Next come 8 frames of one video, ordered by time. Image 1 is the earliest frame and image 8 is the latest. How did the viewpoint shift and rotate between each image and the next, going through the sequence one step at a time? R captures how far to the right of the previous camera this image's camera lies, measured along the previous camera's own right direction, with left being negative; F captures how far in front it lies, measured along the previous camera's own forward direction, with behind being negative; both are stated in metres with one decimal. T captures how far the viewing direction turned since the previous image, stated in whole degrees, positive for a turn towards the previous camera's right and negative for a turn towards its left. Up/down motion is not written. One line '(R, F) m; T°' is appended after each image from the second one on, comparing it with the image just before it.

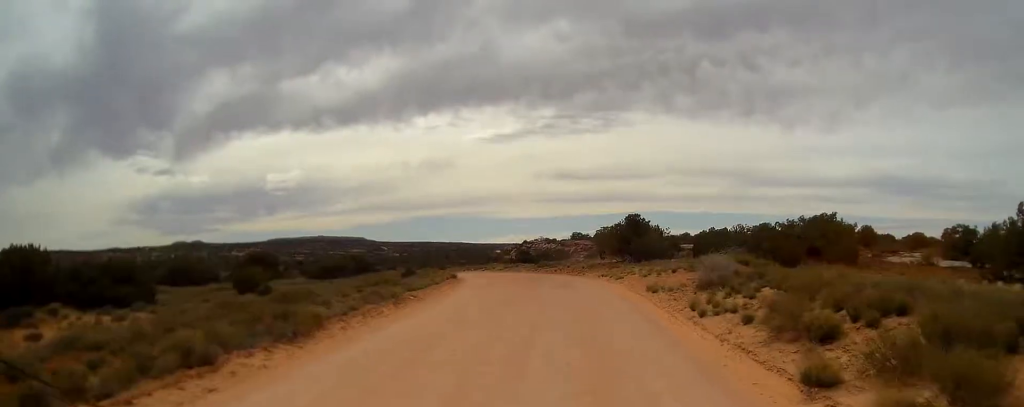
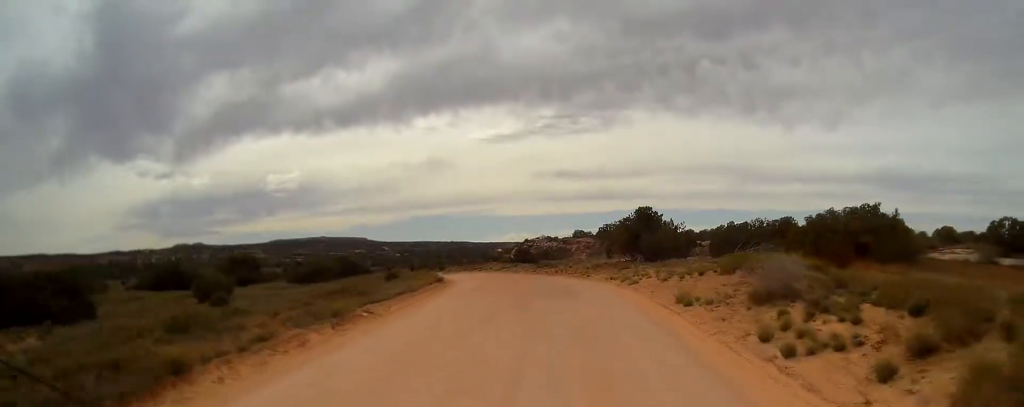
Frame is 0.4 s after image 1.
(0.0, +5.6) m; 0°
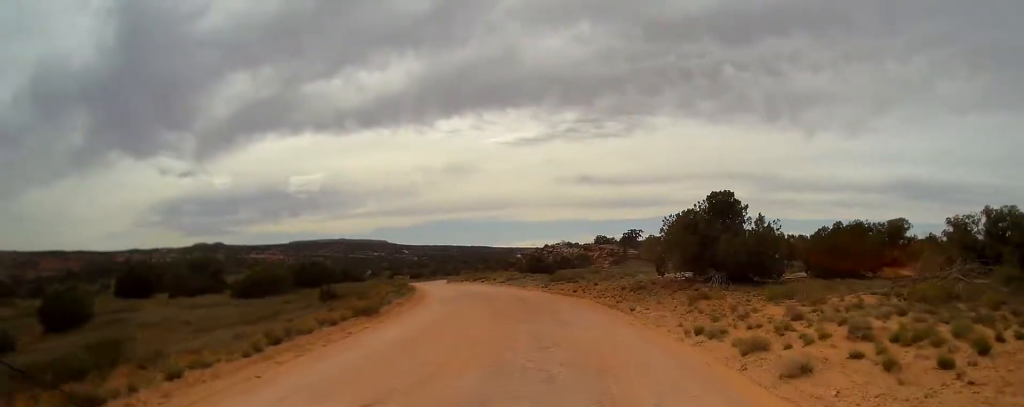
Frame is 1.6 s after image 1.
(-0.2, +16.3) m; -3°
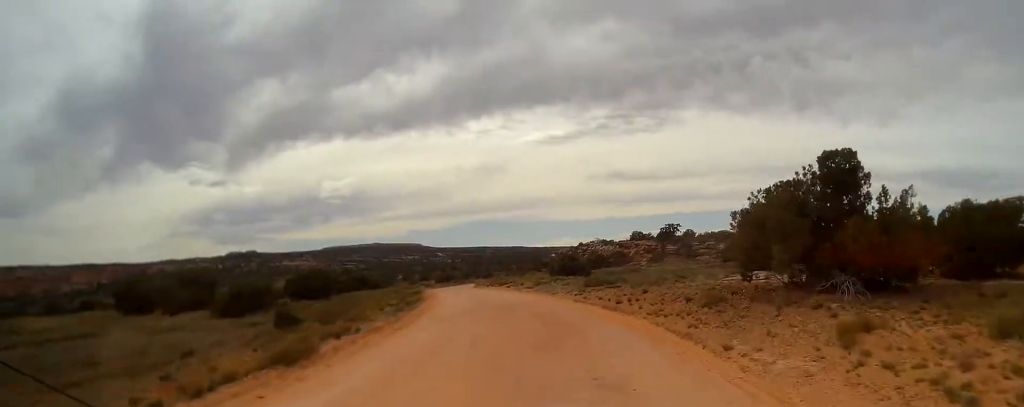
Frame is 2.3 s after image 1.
(-0.2, +8.4) m; -2°
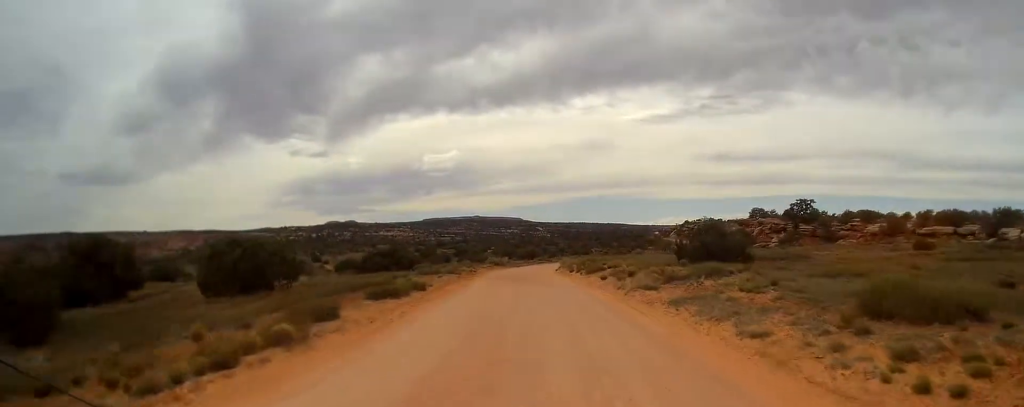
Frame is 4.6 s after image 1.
(-2.0, +28.0) m; -8°
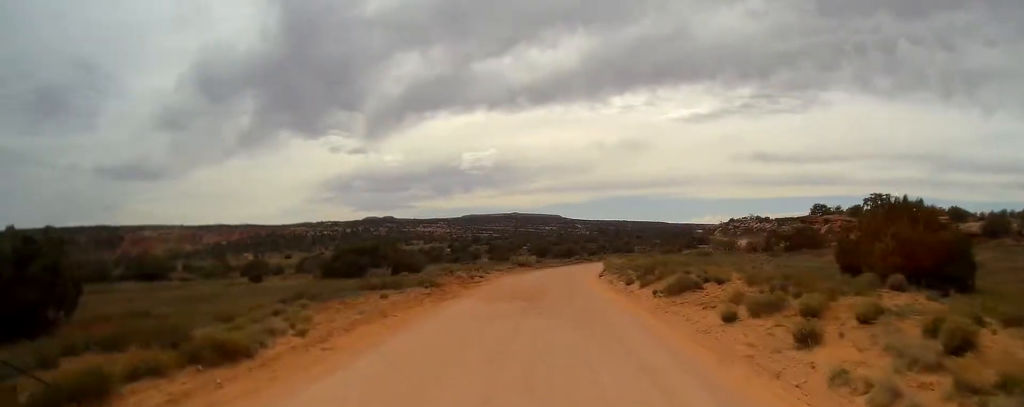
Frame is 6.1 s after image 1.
(-0.5, +18.6) m; -3°
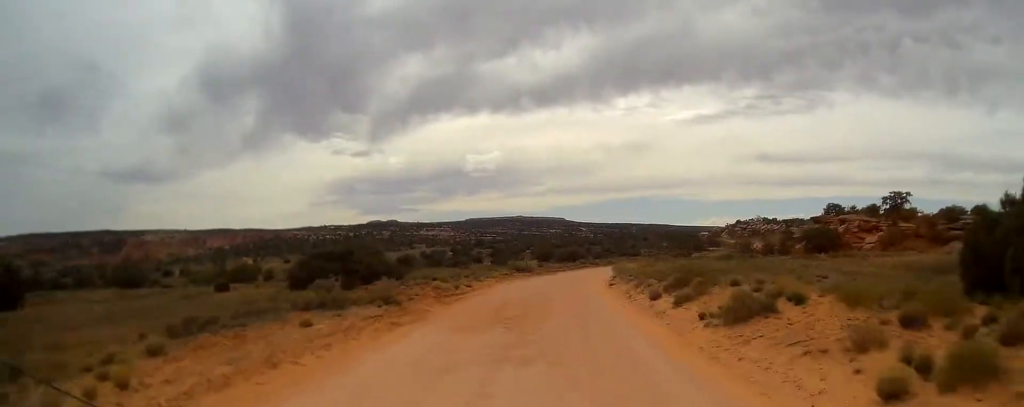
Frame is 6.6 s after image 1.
(-0.1, +6.7) m; -1°
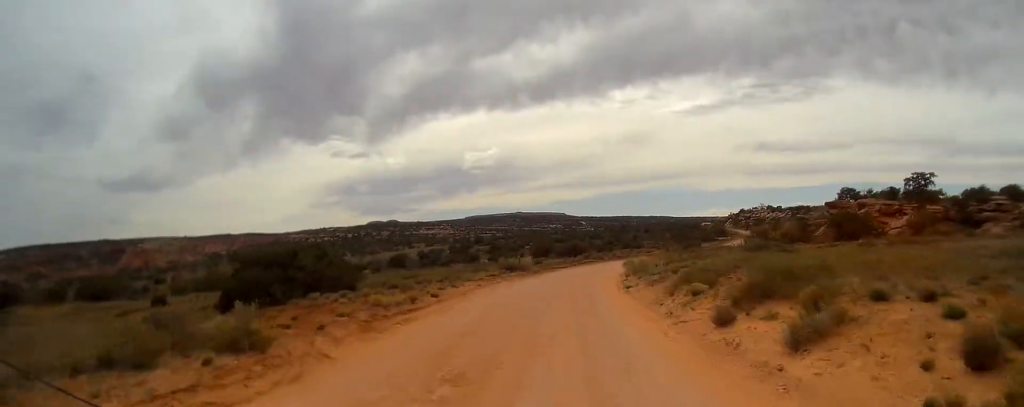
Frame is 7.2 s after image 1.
(-0.1, +9.2) m; -1°
